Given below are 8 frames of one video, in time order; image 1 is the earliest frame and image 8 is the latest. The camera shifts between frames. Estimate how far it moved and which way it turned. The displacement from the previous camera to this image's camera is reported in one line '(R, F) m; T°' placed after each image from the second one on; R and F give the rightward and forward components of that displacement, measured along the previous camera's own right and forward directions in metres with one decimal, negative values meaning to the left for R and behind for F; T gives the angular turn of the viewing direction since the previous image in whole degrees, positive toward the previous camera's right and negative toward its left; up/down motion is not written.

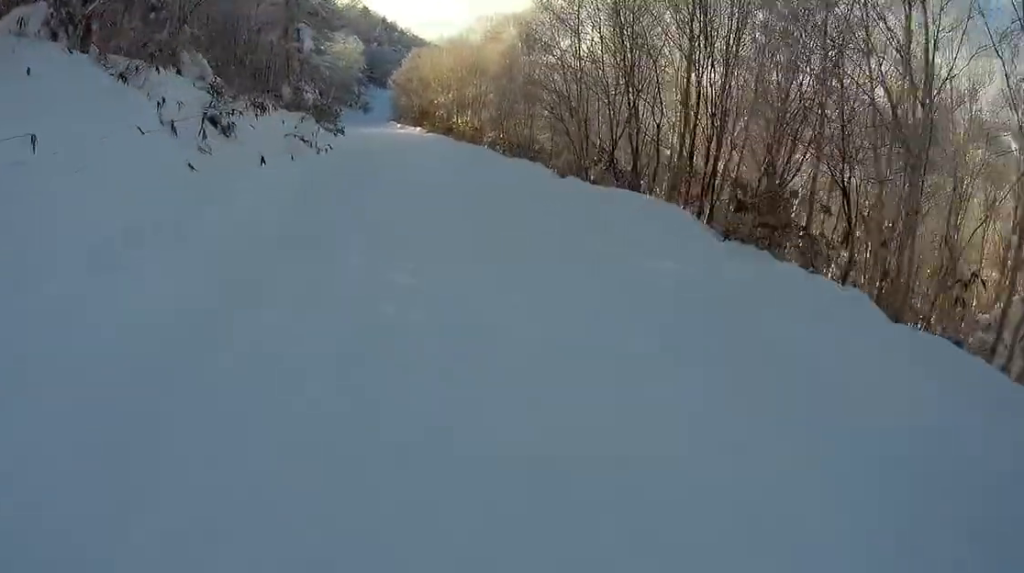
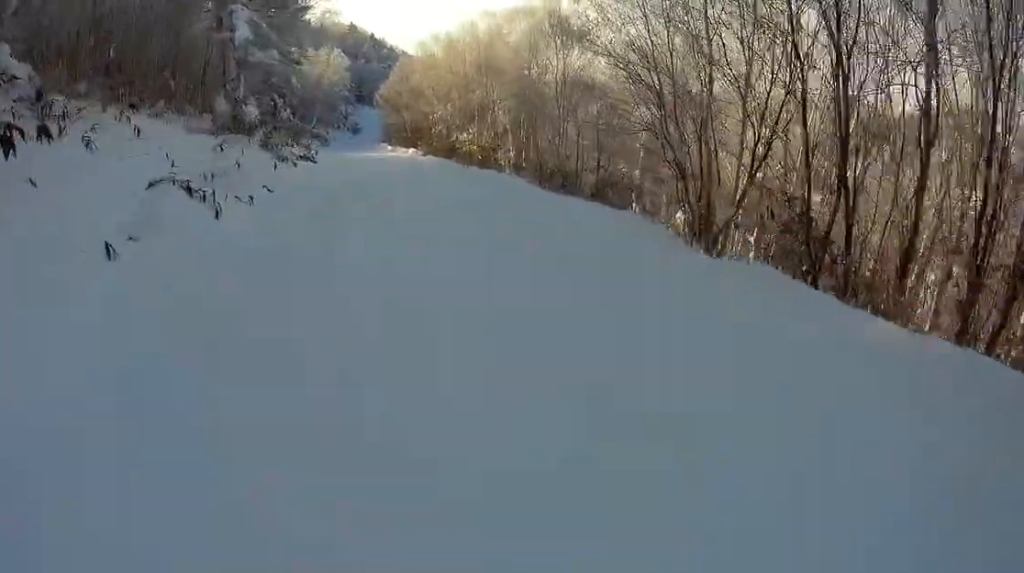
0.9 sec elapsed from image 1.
(+0.8, +9.0) m; +4°
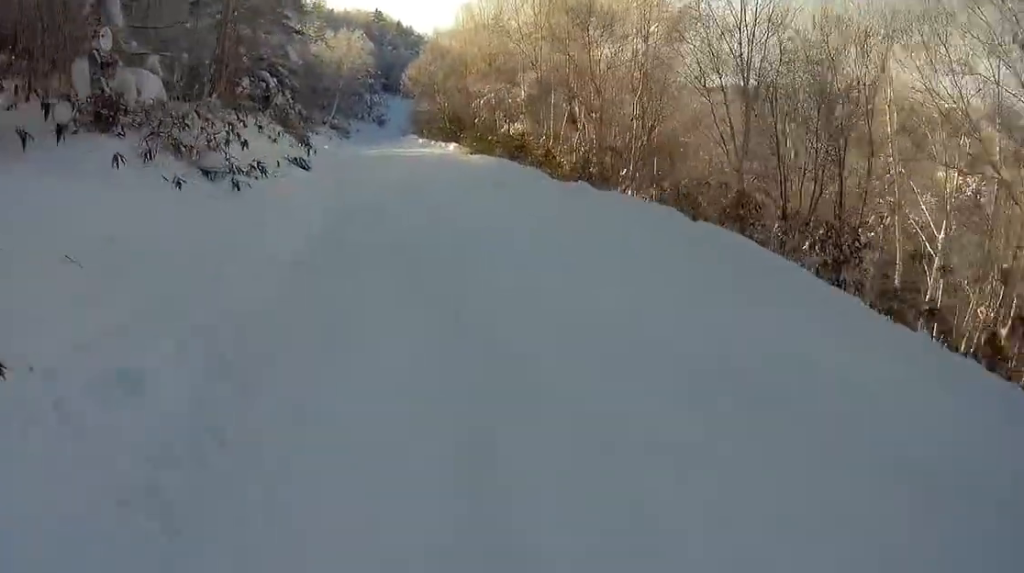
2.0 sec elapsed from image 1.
(-0.2, +10.5) m; -1°
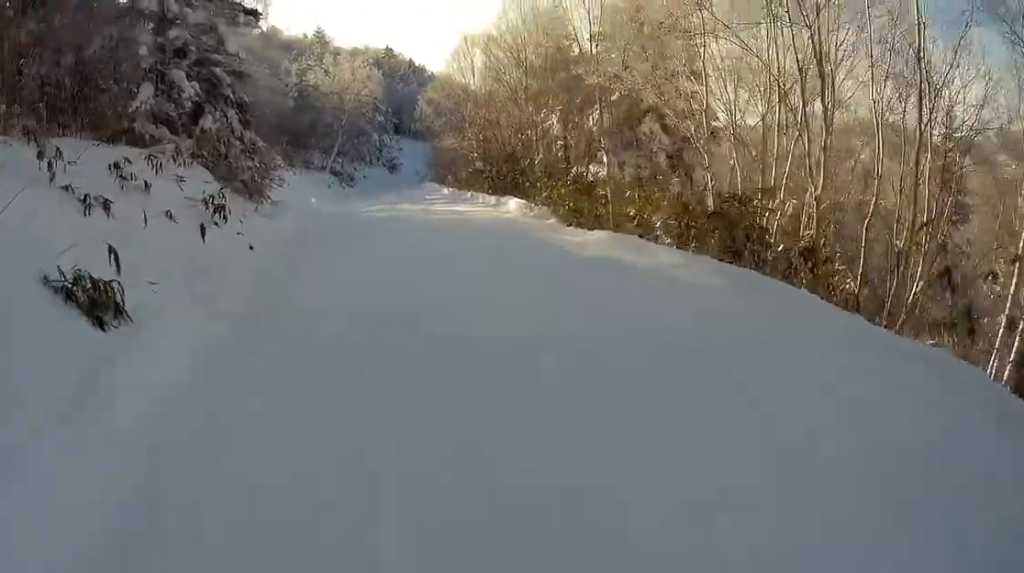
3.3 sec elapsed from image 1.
(+0.1, +12.8) m; -1°
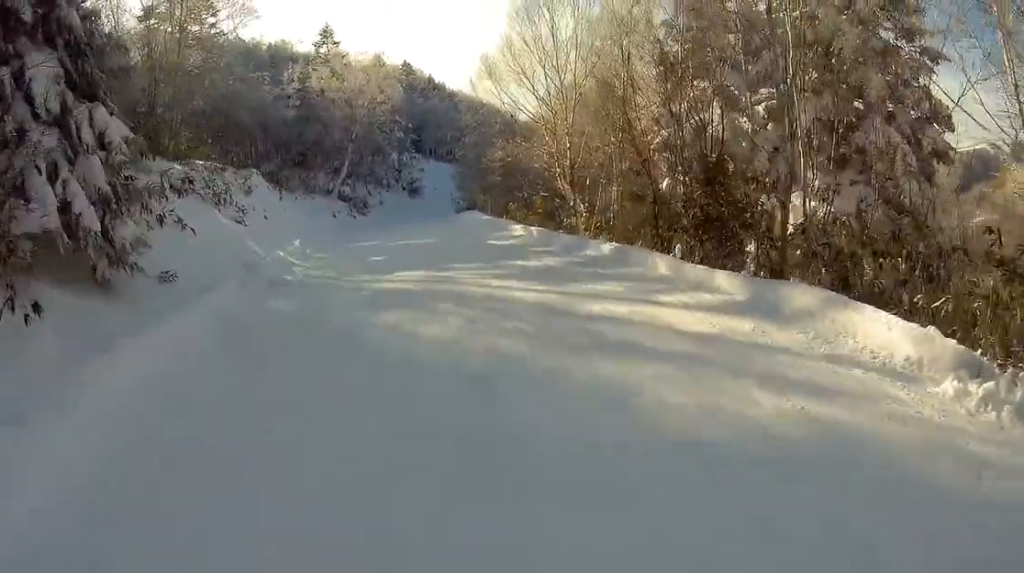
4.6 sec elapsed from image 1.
(-0.8, +12.1) m; -7°
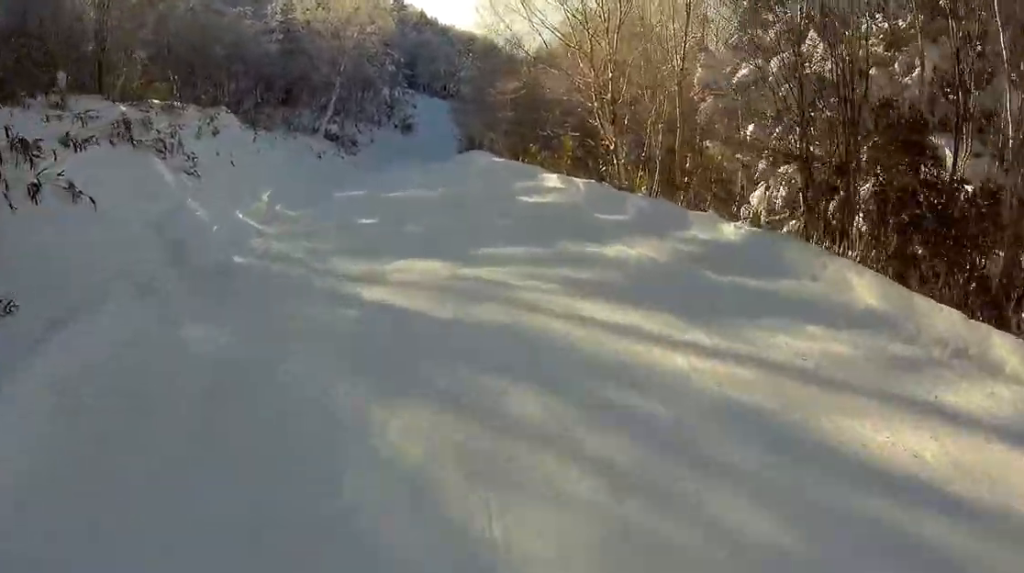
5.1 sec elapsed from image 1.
(-0.3, +4.1) m; 0°
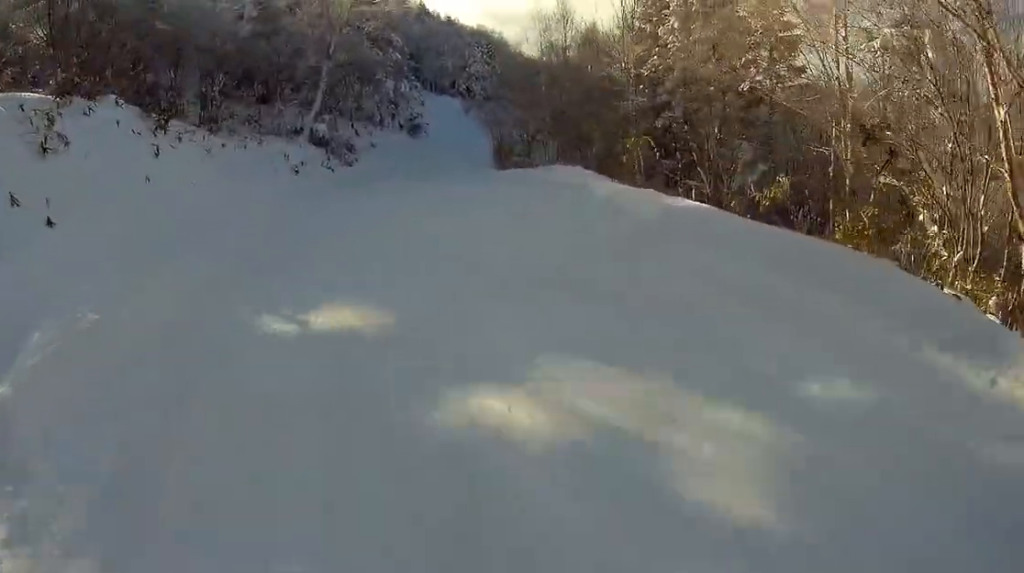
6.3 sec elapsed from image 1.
(+0.3, +11.6) m; +4°
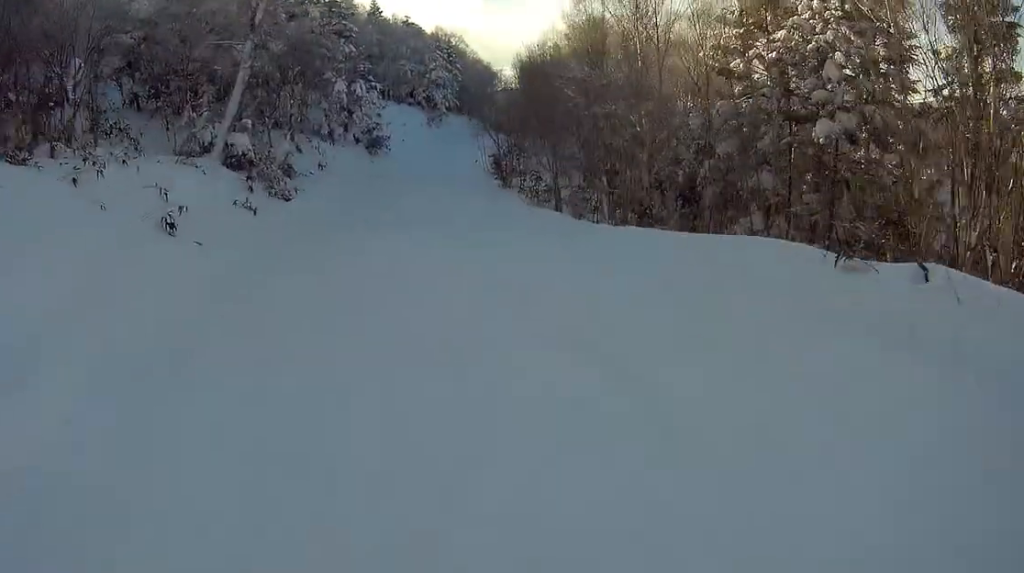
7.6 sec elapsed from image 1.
(-0.3, +11.2) m; -8°
